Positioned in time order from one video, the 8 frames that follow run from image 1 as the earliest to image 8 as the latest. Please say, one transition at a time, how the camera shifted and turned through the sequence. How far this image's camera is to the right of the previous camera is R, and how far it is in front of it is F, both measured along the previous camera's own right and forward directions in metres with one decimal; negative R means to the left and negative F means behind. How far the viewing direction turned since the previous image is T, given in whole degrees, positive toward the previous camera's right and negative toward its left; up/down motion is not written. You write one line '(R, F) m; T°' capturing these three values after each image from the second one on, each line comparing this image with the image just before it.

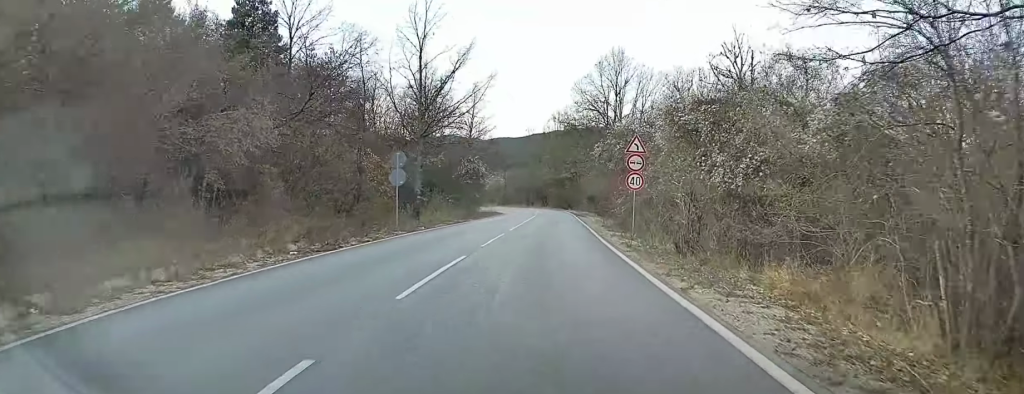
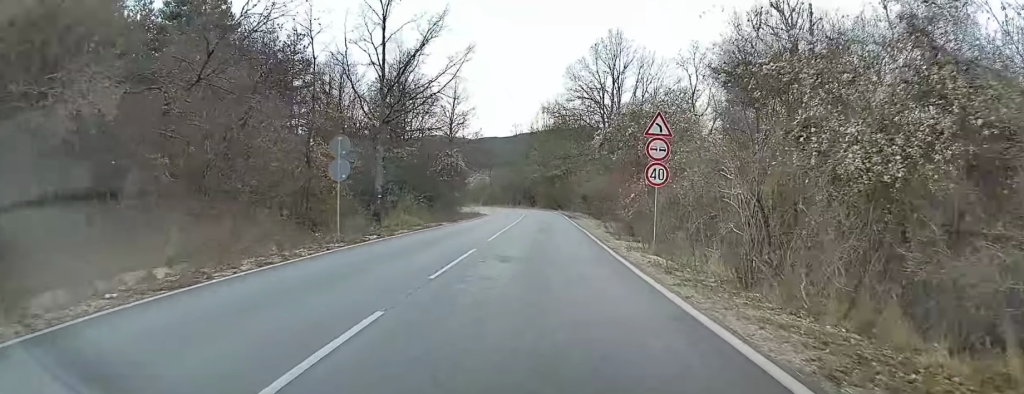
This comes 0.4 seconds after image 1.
(0.0, +6.8) m; 0°
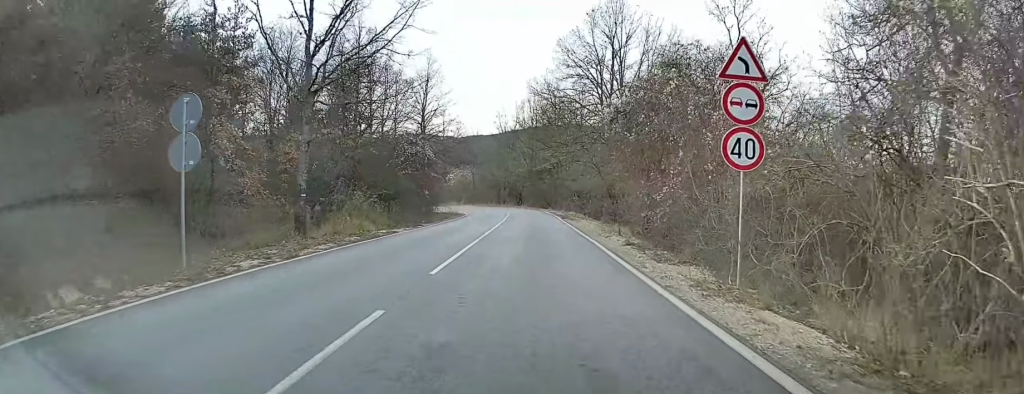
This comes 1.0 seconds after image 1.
(0.0, +8.9) m; 0°
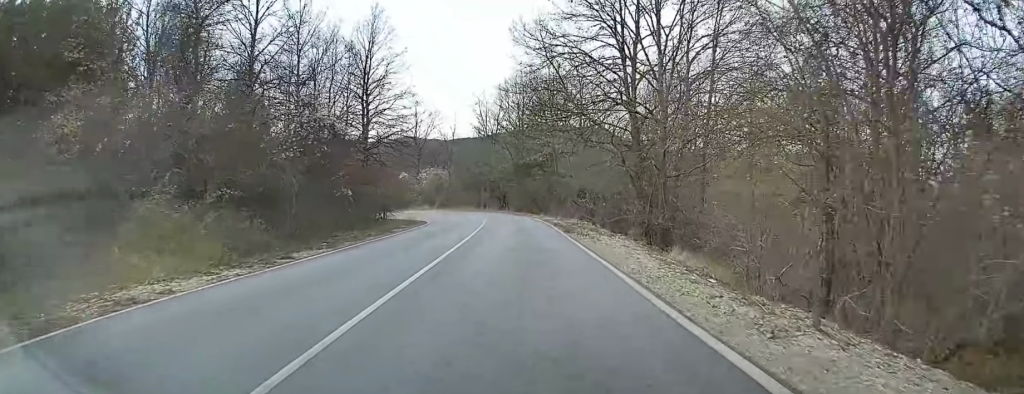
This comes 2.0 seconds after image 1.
(0.0, +16.5) m; -1°
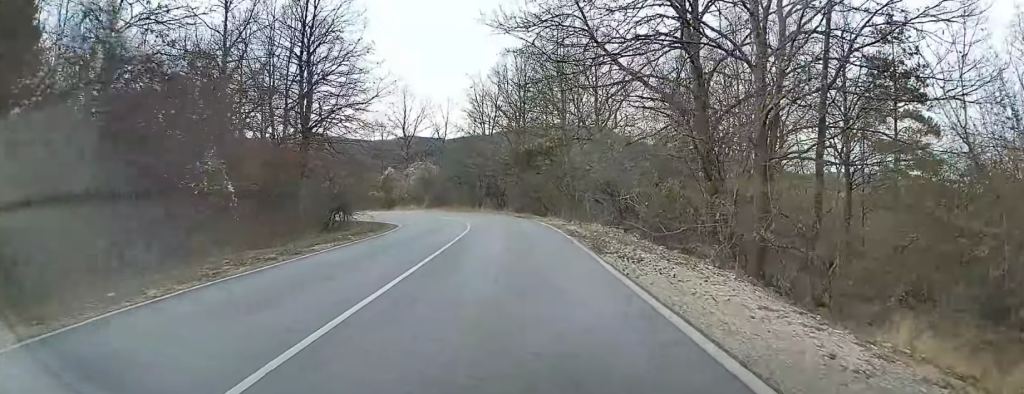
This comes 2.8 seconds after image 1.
(-0.3, +11.3) m; 0°
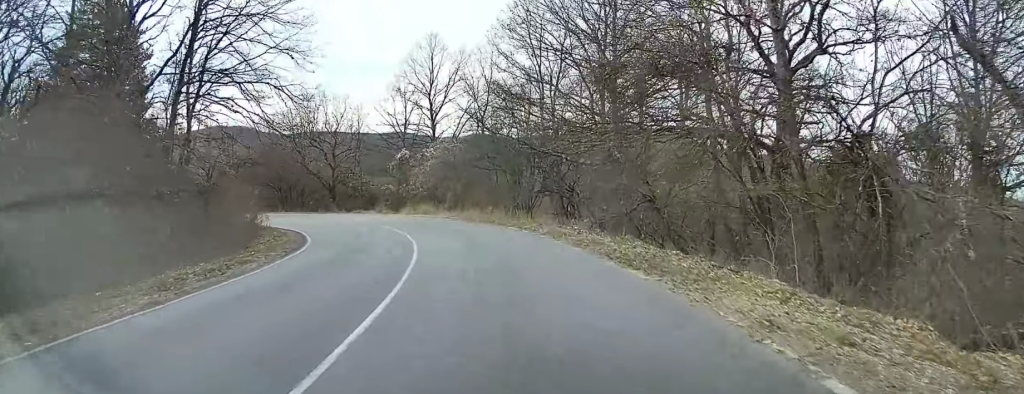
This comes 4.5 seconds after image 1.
(-0.9, +26.8) m; -8°
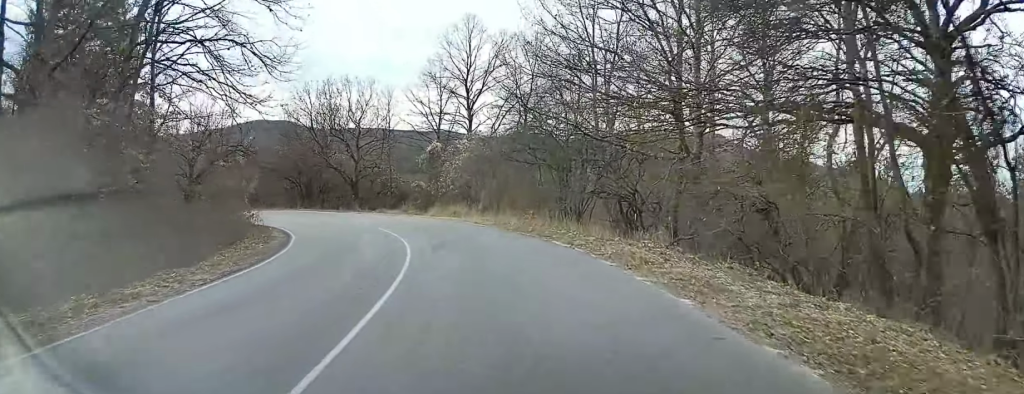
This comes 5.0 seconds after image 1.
(0.0, +7.4) m; -5°
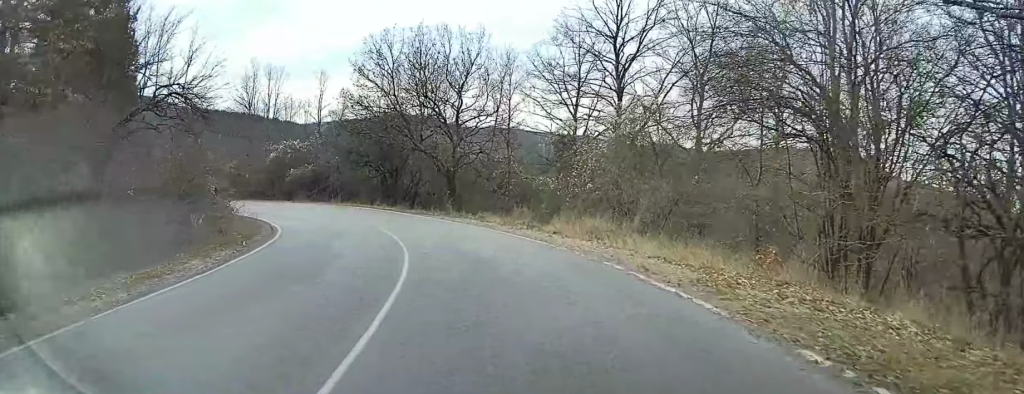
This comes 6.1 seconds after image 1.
(-1.8, +16.2) m; -13°
